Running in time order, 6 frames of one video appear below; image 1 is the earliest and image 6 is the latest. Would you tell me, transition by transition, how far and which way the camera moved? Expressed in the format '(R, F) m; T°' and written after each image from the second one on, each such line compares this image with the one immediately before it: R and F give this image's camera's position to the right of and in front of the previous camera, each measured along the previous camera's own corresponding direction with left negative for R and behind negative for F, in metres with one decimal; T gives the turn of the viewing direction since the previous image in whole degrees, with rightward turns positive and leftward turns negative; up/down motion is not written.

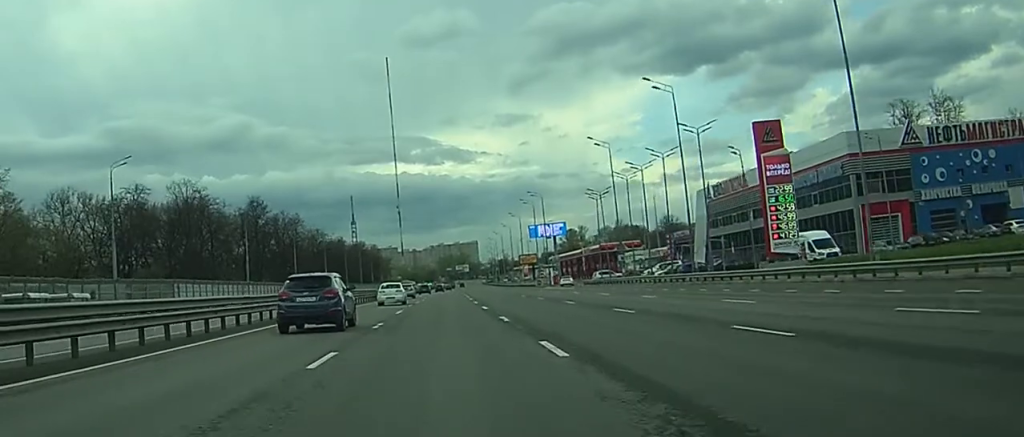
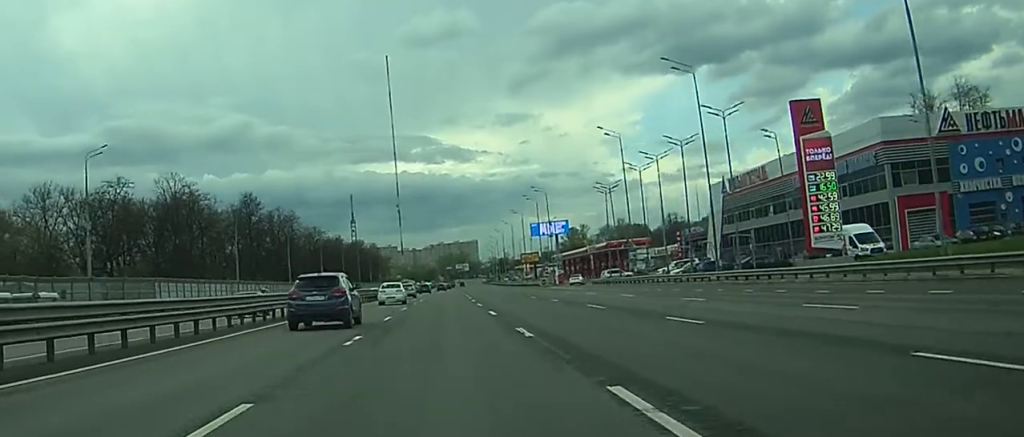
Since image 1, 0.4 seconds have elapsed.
(0.0, +6.9) m; 0°
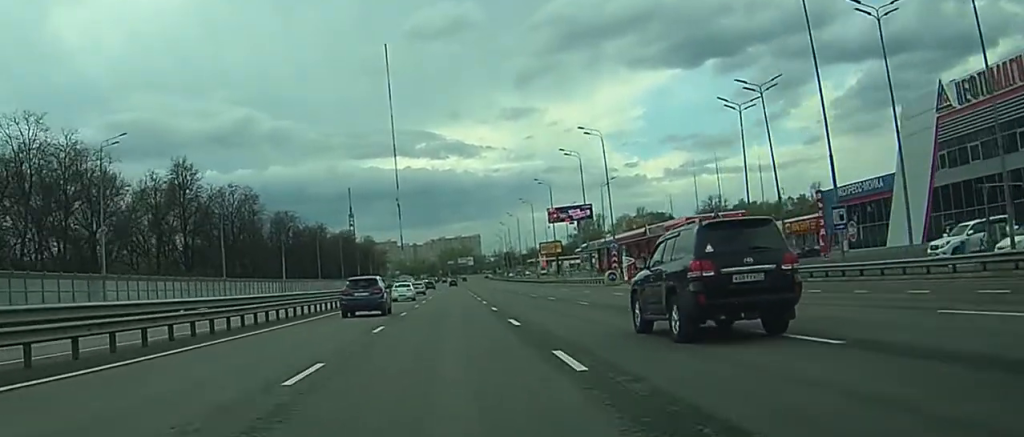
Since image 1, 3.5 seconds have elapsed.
(+0.6, +53.5) m; 0°
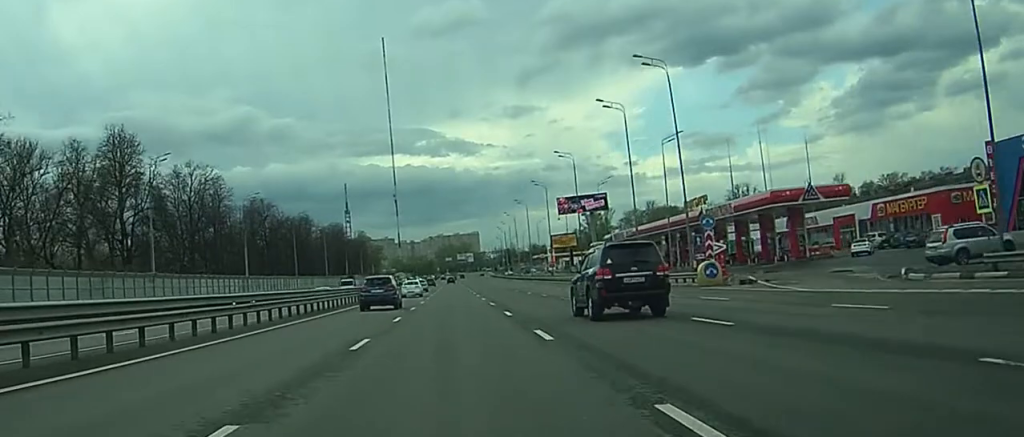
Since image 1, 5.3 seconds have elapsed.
(+0.2, +29.8) m; +1°
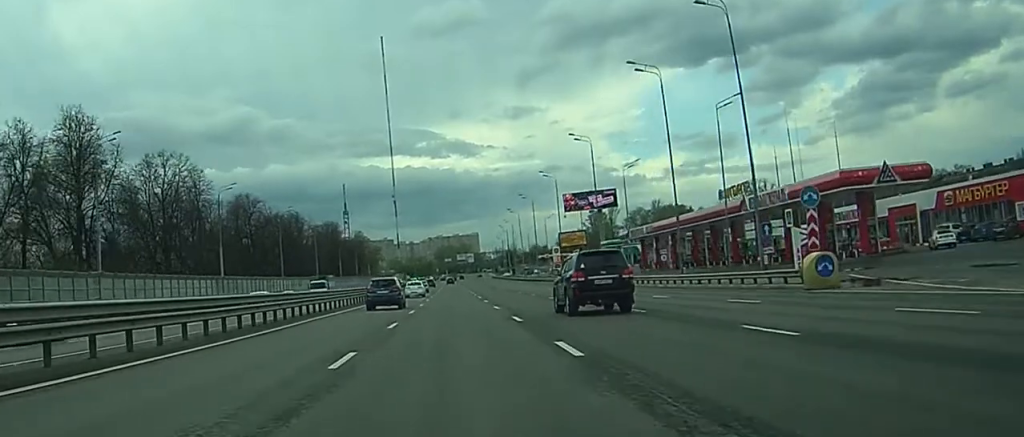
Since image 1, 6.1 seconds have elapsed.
(+0.1, +15.0) m; 0°
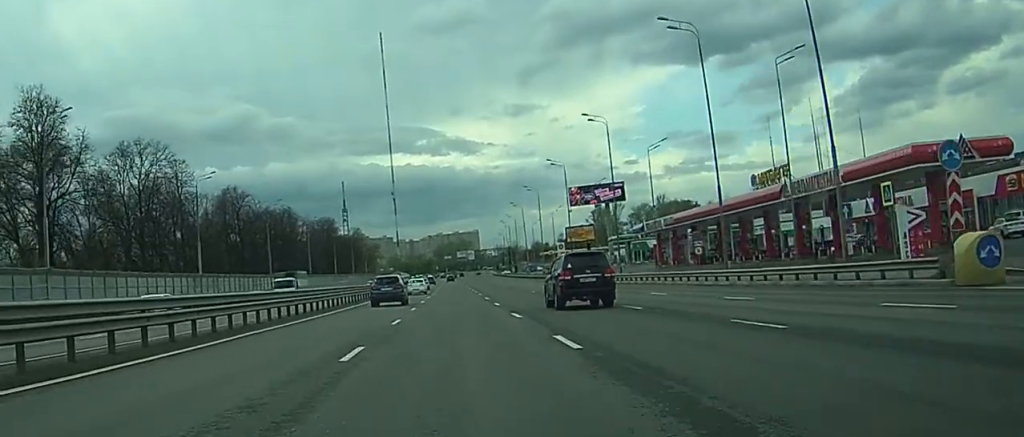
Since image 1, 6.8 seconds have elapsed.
(0.0, +11.0) m; 0°
